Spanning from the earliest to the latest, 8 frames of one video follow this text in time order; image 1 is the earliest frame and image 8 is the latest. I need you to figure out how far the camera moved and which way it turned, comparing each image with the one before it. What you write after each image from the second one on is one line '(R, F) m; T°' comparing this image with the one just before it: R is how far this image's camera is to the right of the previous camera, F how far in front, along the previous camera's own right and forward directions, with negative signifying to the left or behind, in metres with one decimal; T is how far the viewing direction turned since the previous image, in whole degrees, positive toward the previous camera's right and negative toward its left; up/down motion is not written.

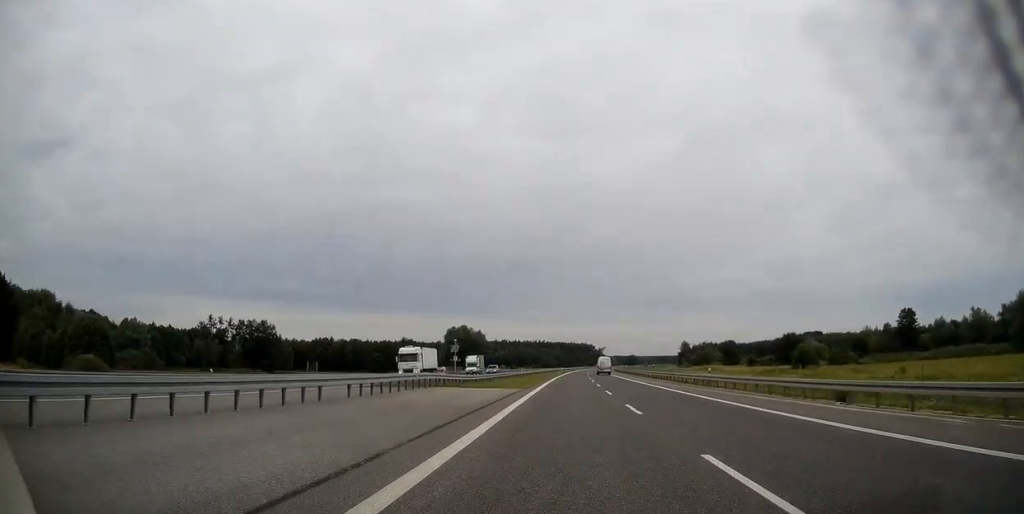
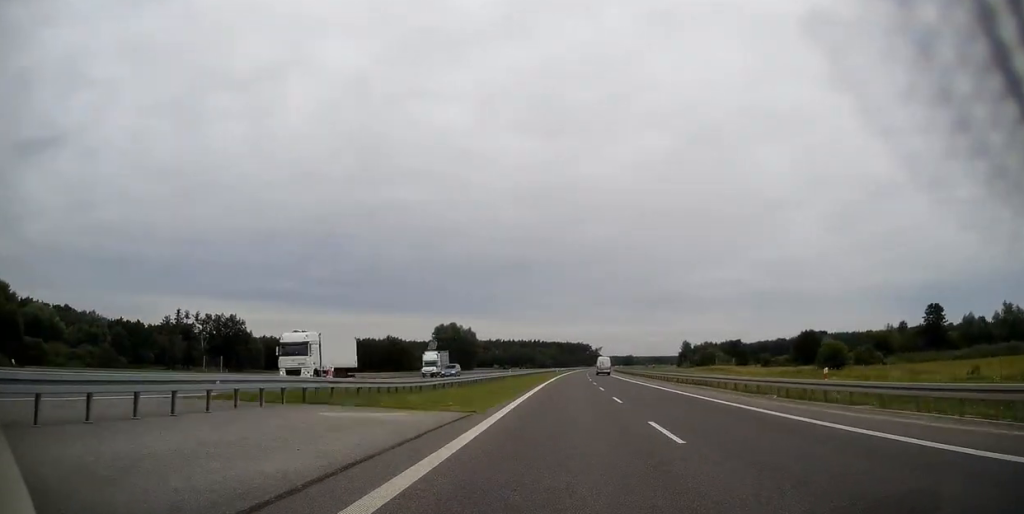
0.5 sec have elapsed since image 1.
(+0.1, +18.4) m; 0°
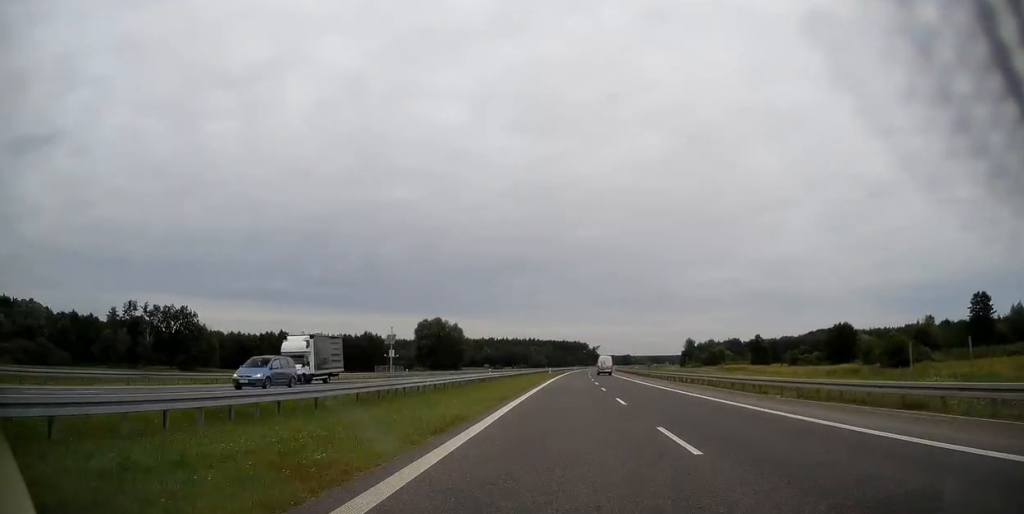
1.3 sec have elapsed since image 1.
(+0.1, +25.3) m; 0°
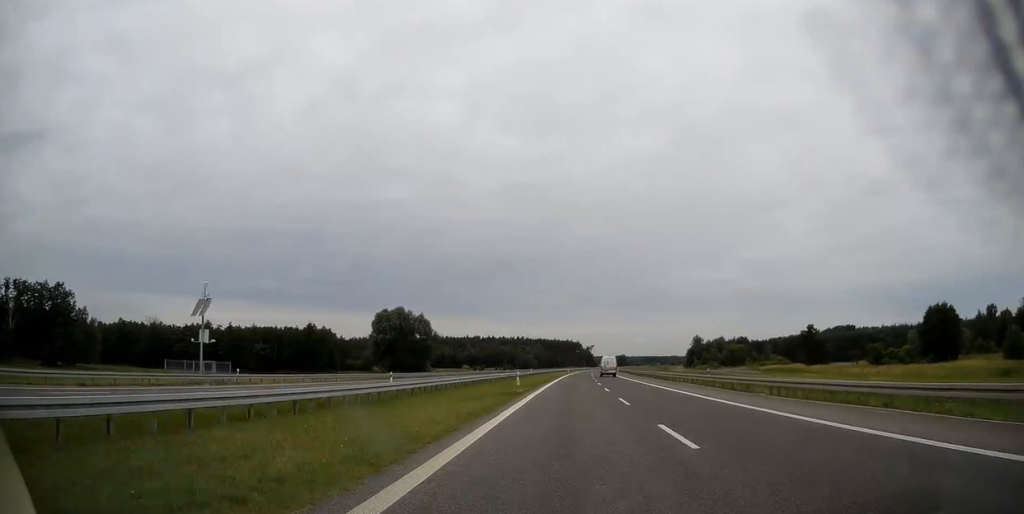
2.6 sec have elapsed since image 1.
(+0.4, +47.2) m; +1°
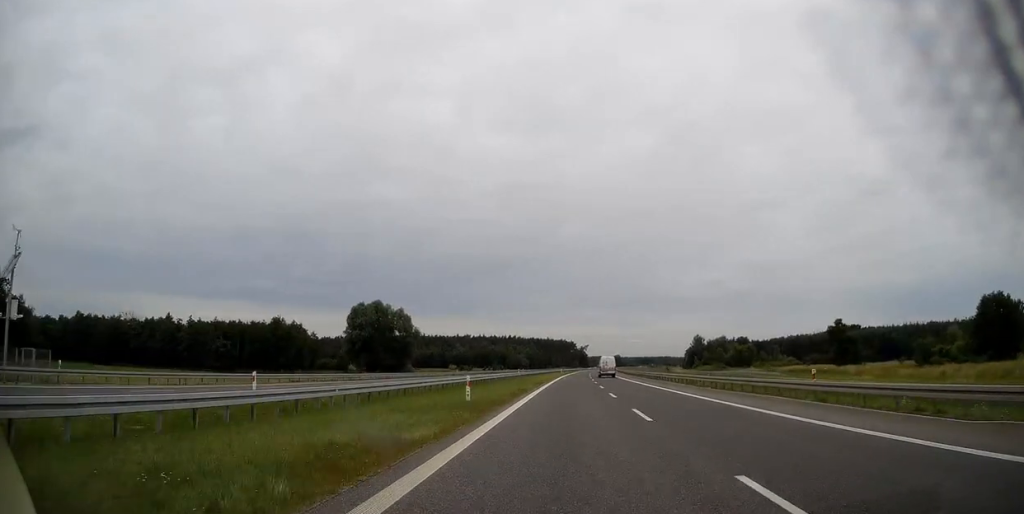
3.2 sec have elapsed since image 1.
(0.0, +18.5) m; 0°
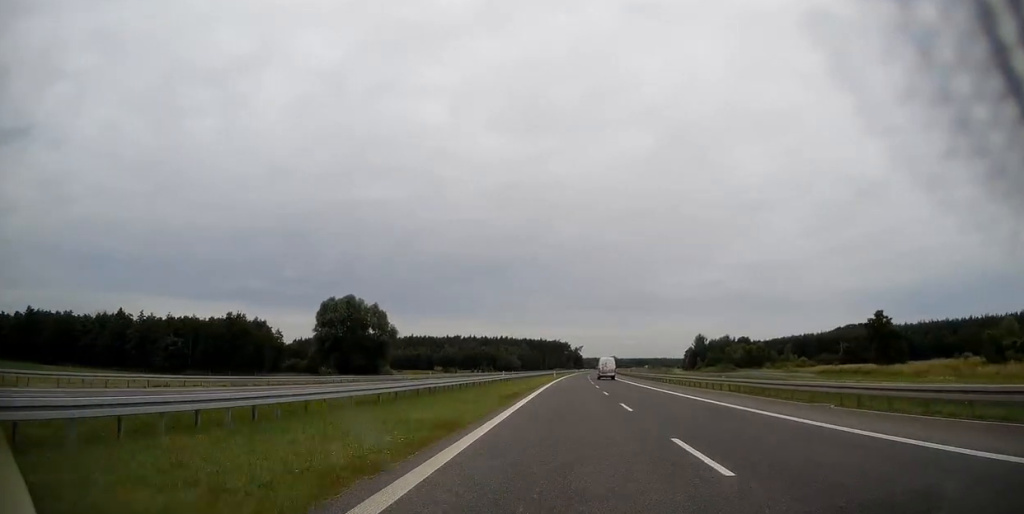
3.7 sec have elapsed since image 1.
(+0.1, +19.8) m; 0°
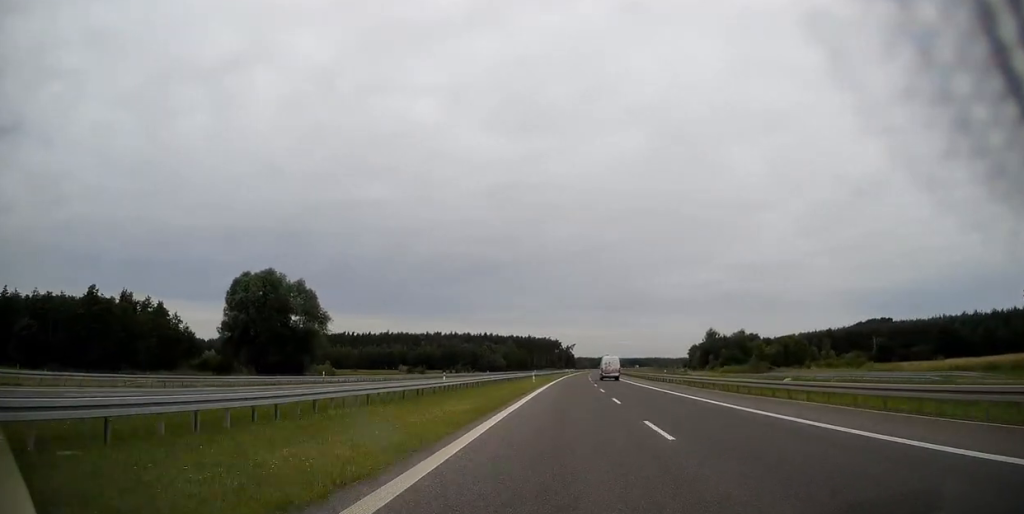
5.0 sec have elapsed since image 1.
(+0.4, +43.6) m; +1°
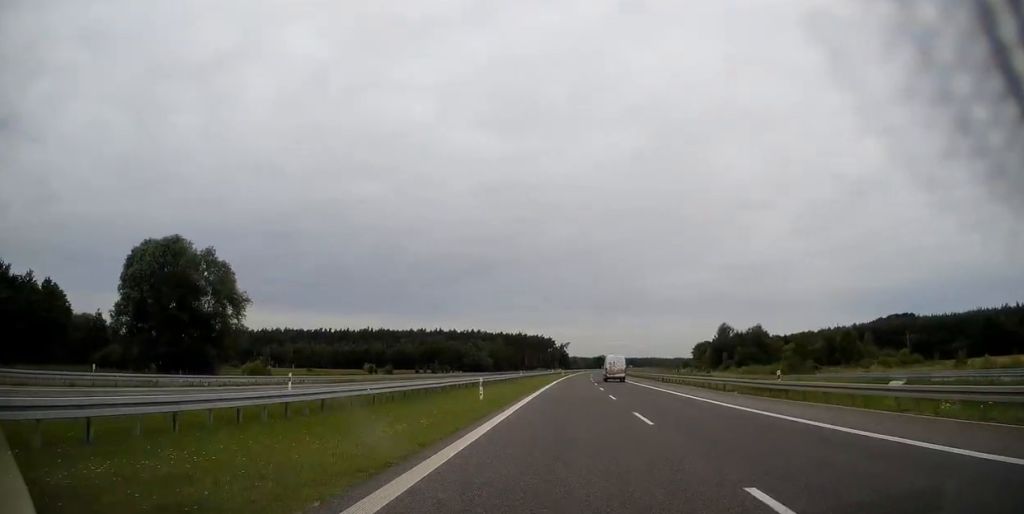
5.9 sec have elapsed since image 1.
(+0.2, +32.5) m; +1°
